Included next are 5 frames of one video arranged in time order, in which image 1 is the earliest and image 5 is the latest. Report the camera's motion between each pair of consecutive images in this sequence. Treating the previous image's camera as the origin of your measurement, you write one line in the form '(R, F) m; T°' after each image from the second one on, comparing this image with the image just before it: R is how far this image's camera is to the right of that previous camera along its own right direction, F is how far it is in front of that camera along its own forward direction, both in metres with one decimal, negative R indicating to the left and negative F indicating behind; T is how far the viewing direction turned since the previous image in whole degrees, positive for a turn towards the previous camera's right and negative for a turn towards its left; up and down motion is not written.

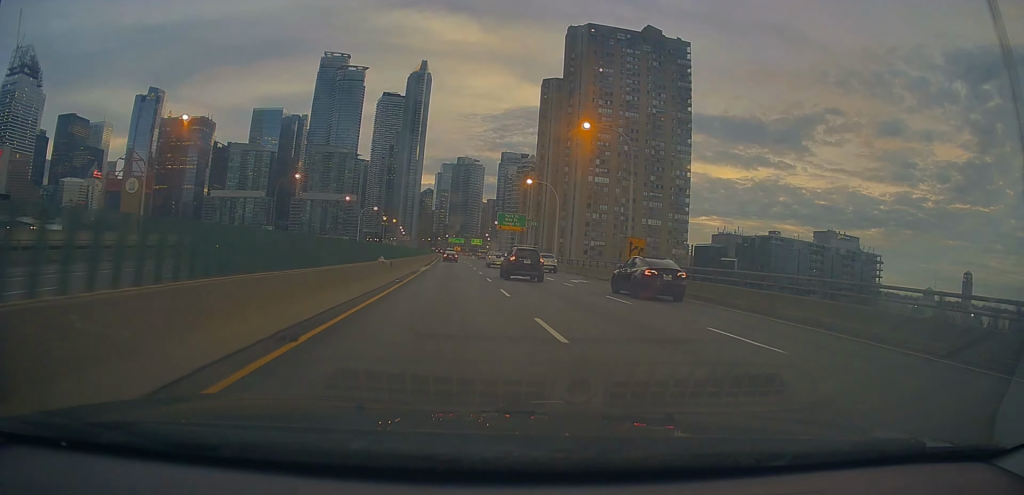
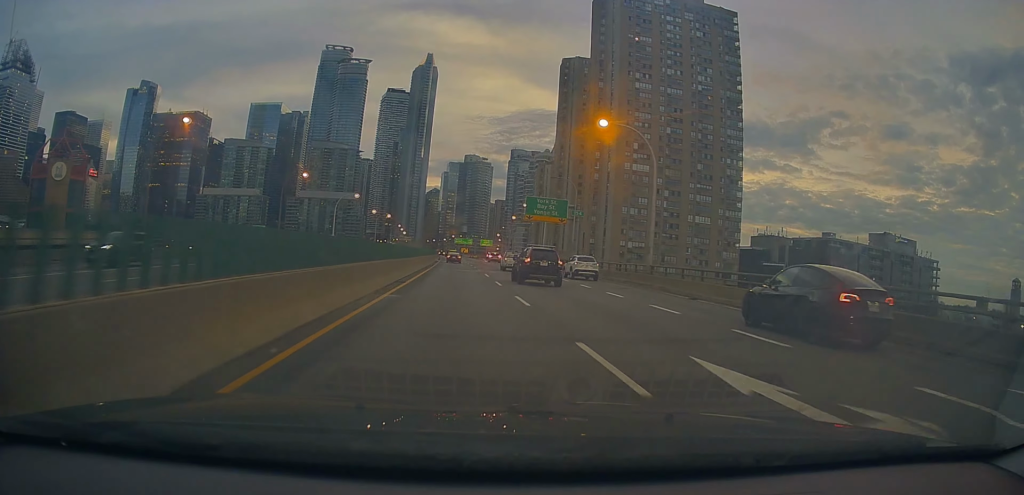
(-0.2, +30.4) m; 0°
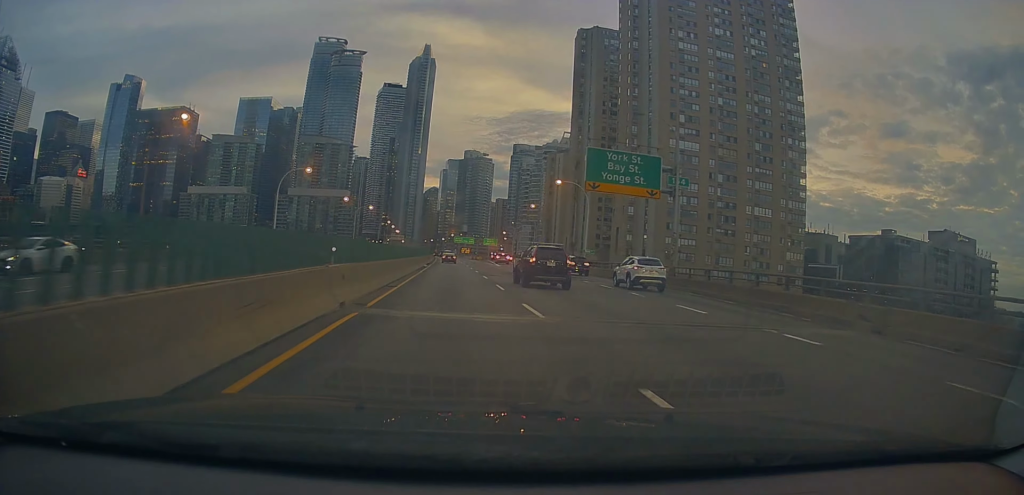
(+0.2, +30.2) m; 0°
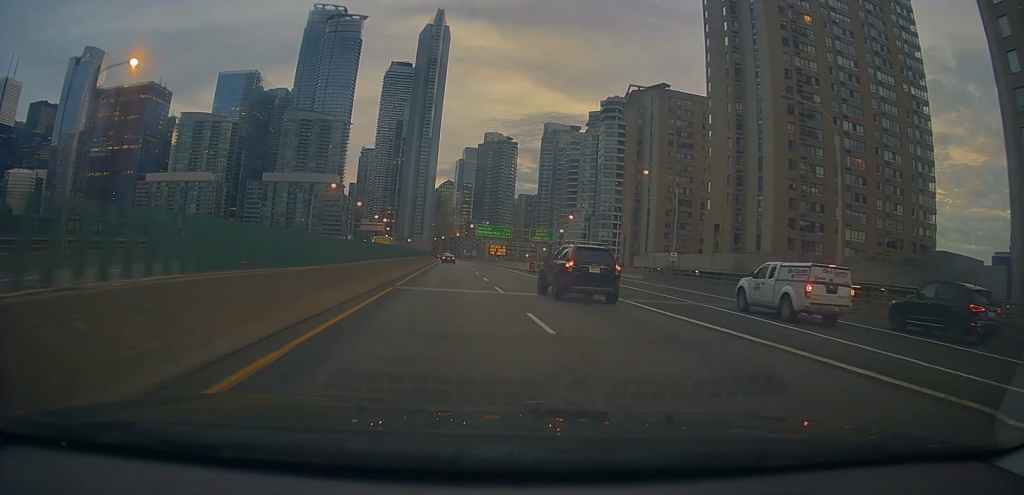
(-1.1, +93.4) m; -1°
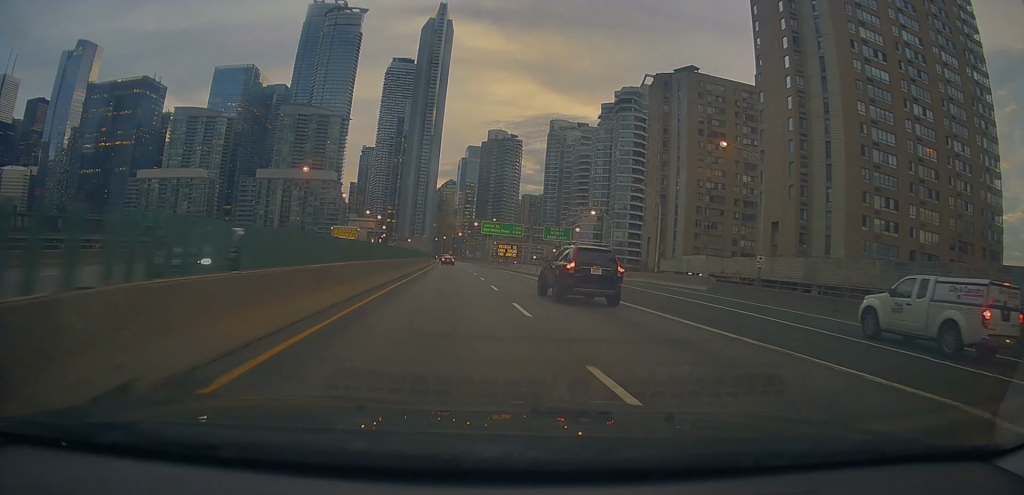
(-0.2, +15.7) m; -1°
